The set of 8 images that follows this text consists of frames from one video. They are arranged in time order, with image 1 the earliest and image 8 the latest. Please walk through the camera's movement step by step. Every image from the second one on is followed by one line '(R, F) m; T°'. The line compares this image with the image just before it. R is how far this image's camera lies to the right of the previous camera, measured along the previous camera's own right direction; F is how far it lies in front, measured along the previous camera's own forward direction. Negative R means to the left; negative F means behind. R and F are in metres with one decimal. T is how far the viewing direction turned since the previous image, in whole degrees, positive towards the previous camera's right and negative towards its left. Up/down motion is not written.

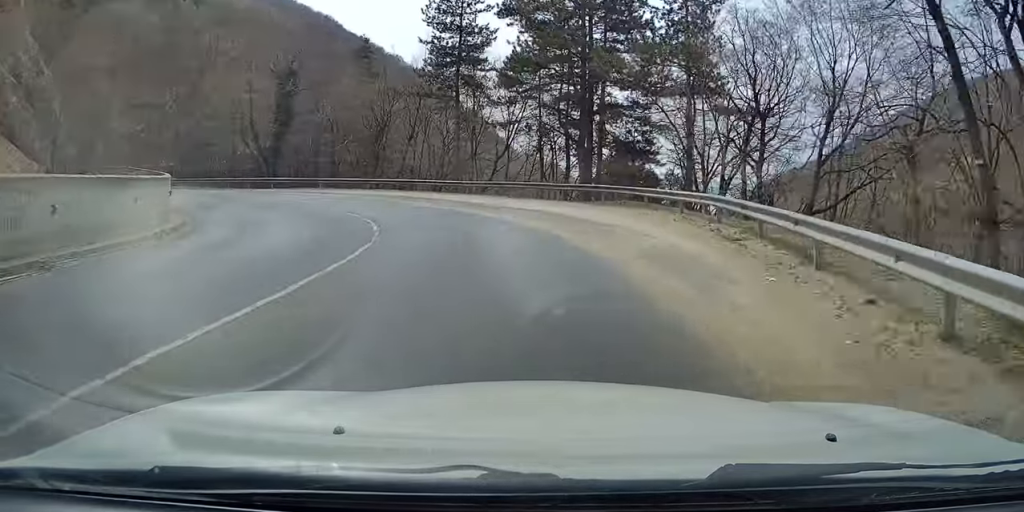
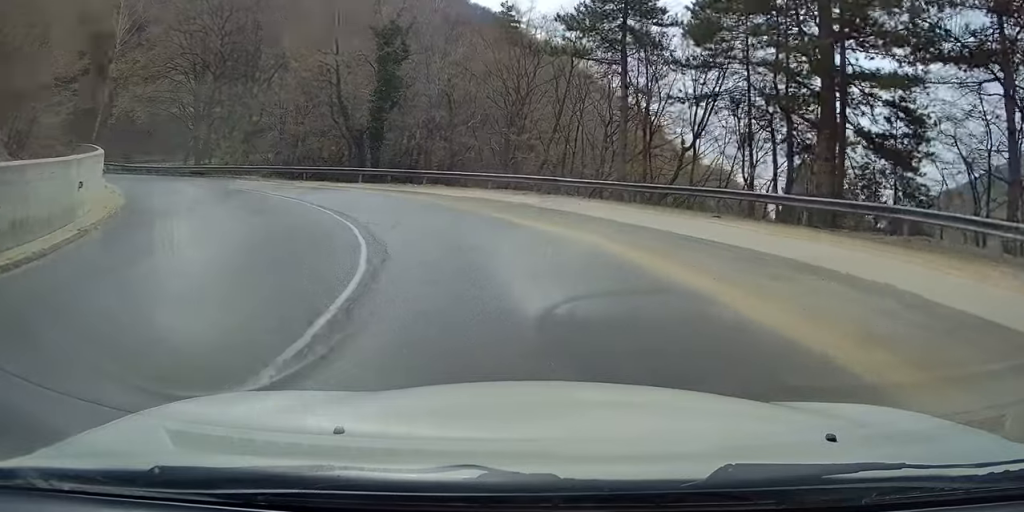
(-1.3, +14.2) m; -15°
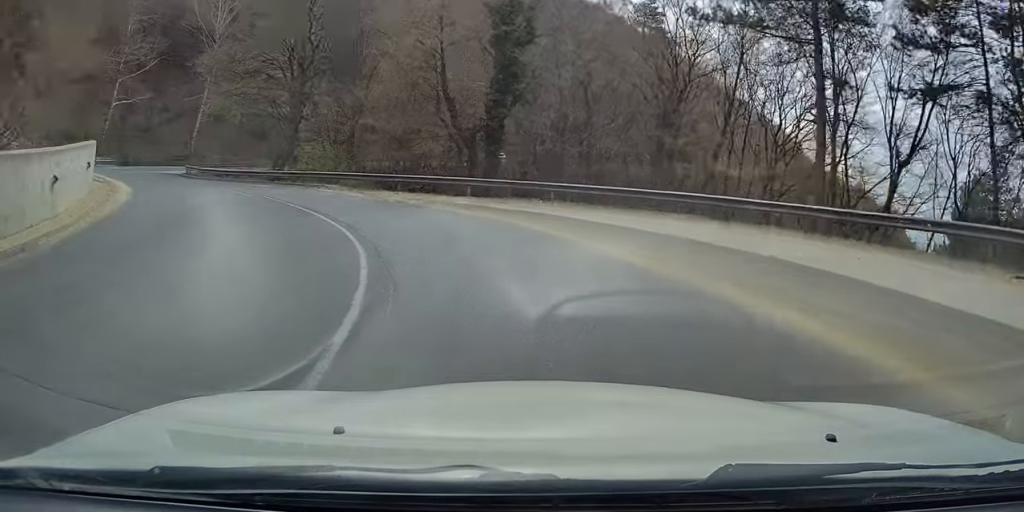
(-0.8, +8.2) m; -11°
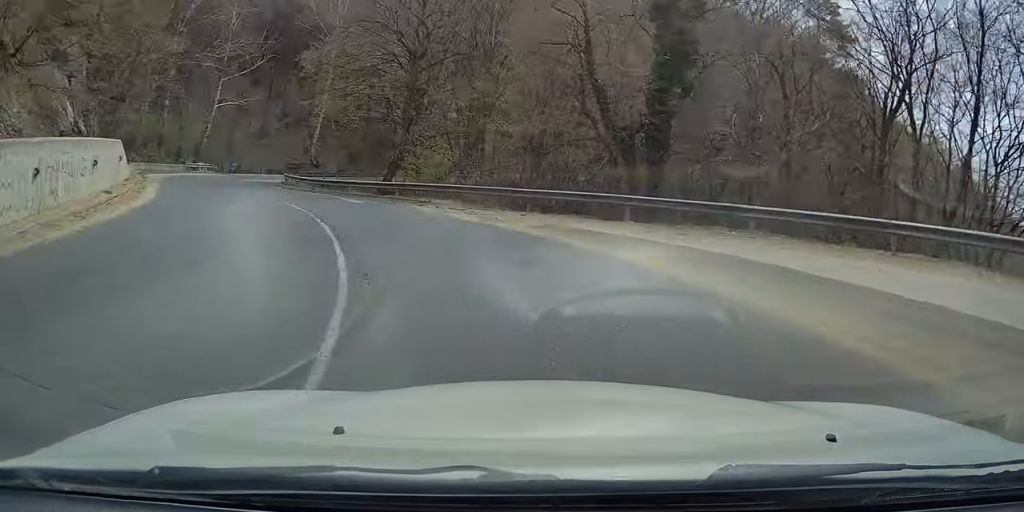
(-0.9, +8.1) m; -11°
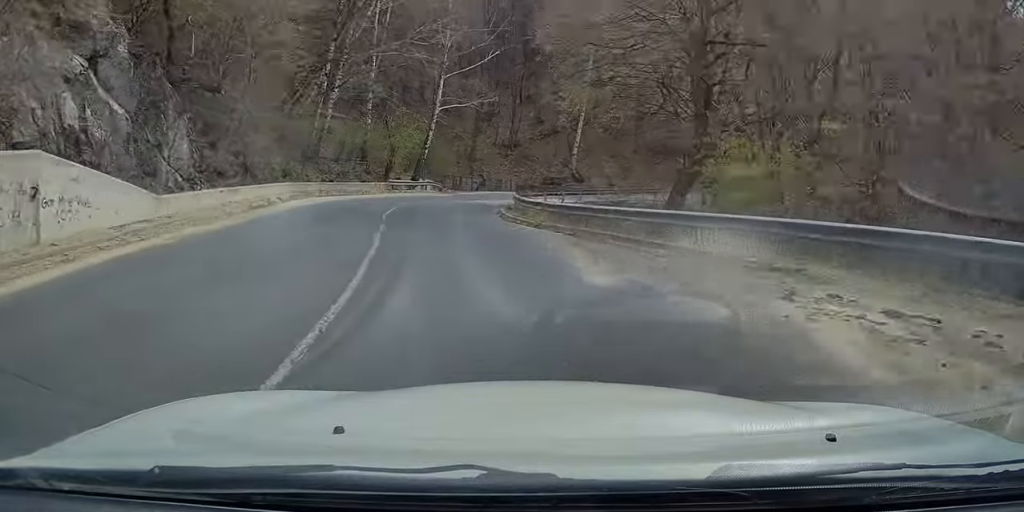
(-2.7, +15.4) m; -15°
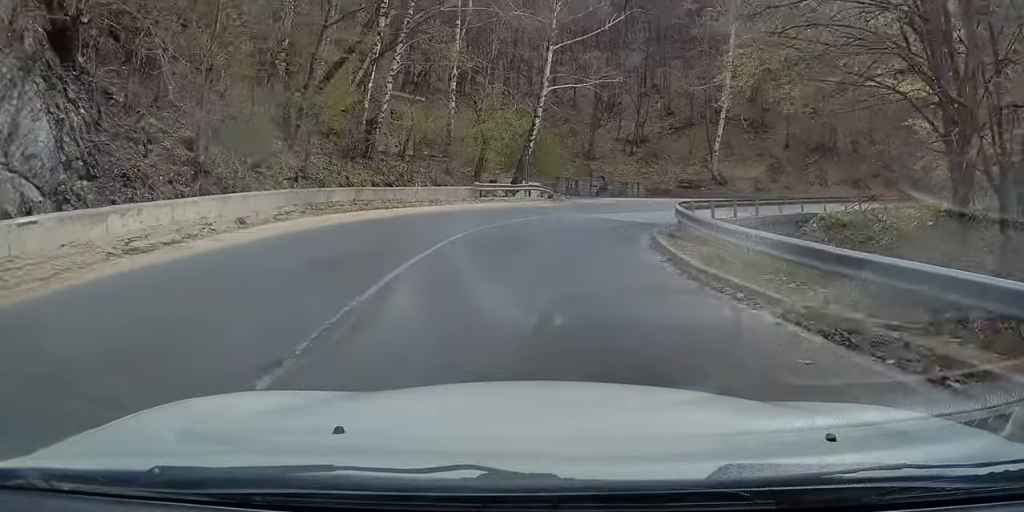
(-0.6, +13.9) m; 0°
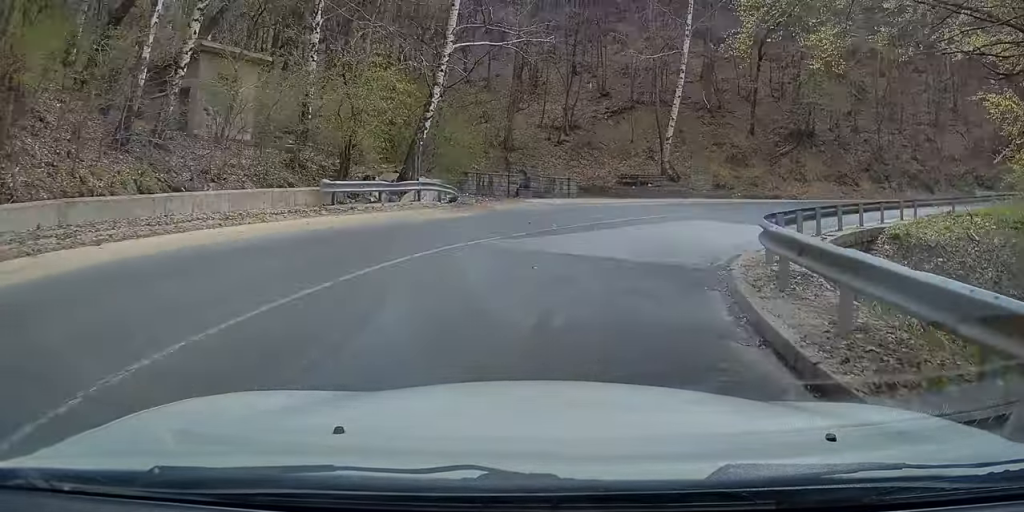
(+0.6, +13.1) m; +5°
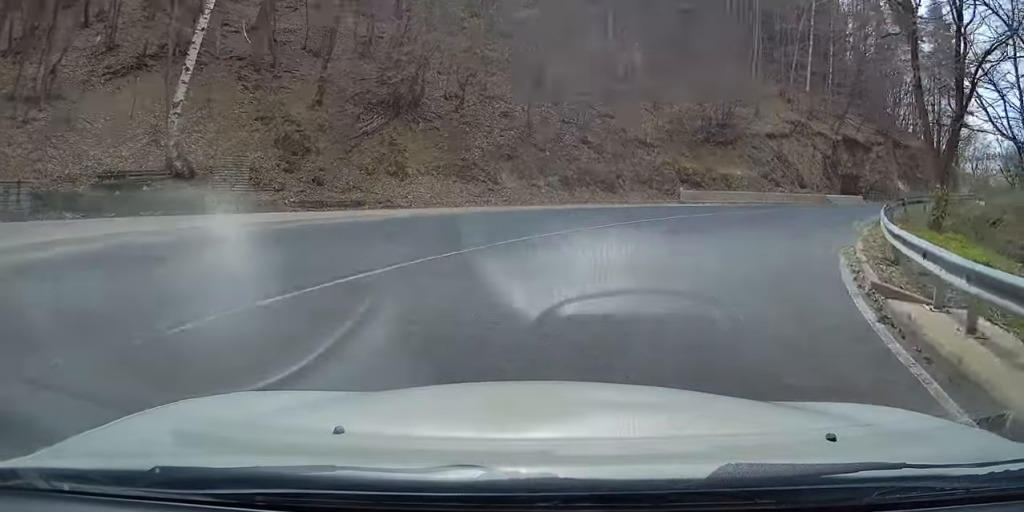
(+2.1, +19.4) m; +24°
